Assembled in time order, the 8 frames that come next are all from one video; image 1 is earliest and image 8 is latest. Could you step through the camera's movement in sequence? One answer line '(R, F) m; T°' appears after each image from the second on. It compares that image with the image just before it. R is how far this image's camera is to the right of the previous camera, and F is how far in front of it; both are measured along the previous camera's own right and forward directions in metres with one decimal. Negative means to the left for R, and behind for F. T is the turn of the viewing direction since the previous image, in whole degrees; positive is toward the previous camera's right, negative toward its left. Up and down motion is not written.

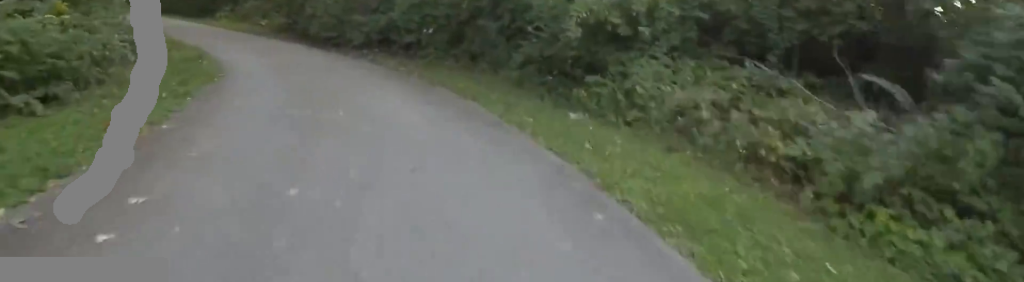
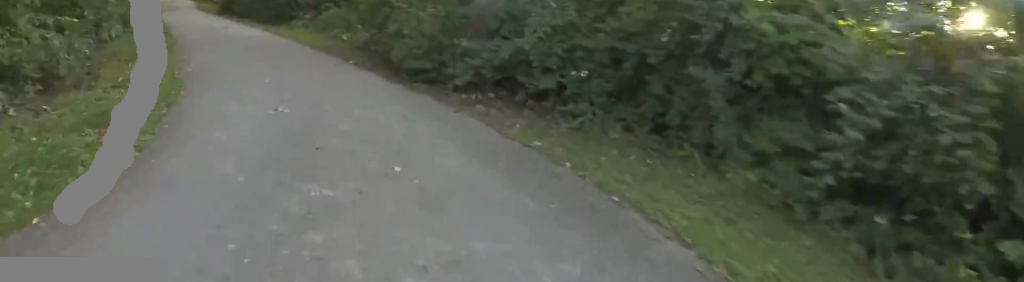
(+0.6, +5.3) m; -6°
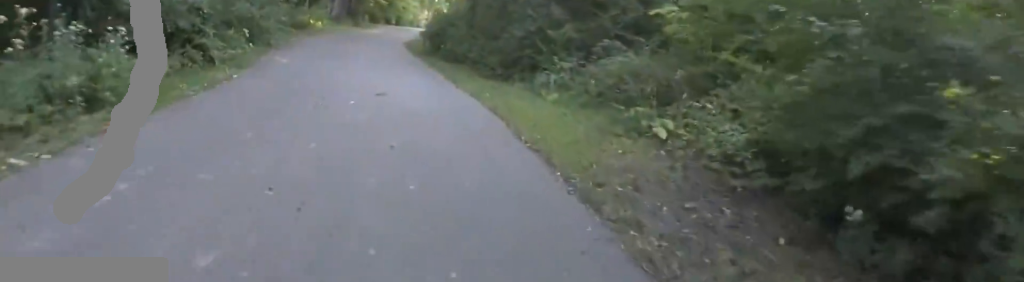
(-2.8, +11.2) m; -24°
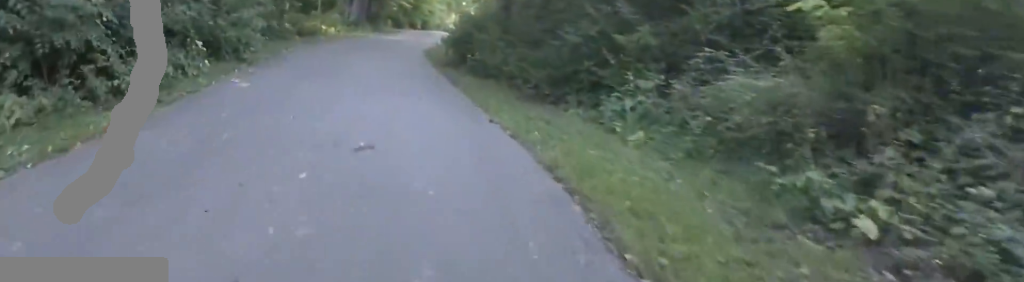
(+0.1, +3.5) m; -4°
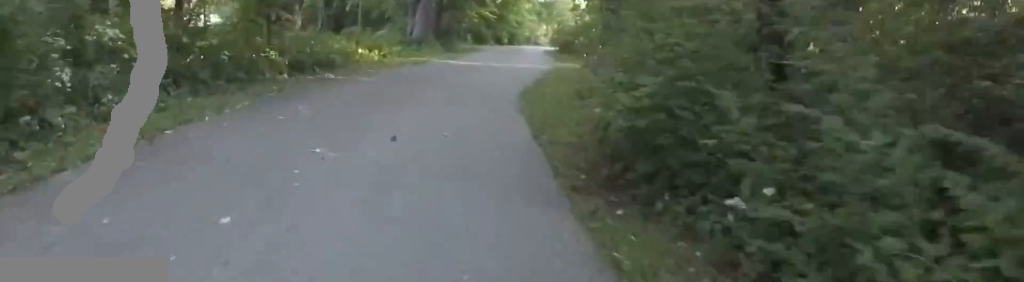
(-0.4, +10.1) m; -2°
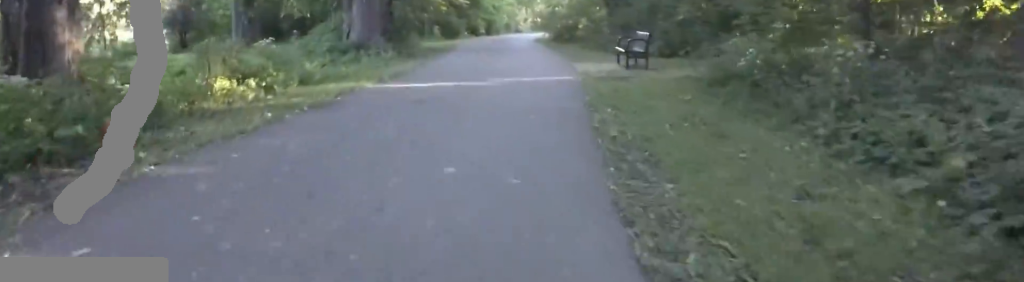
(-0.7, +9.6) m; -9°
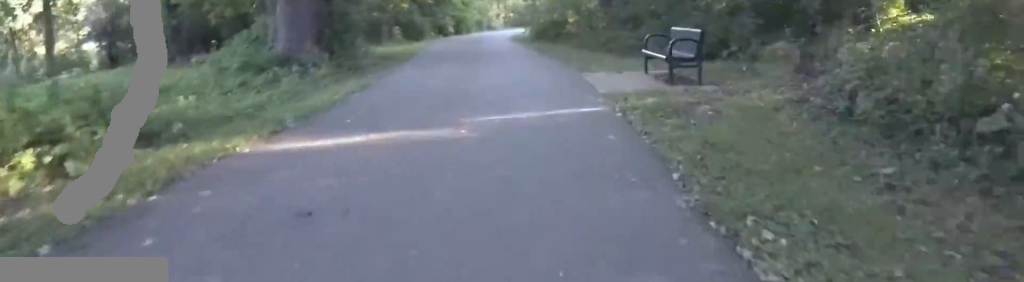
(0.0, +5.1) m; +7°
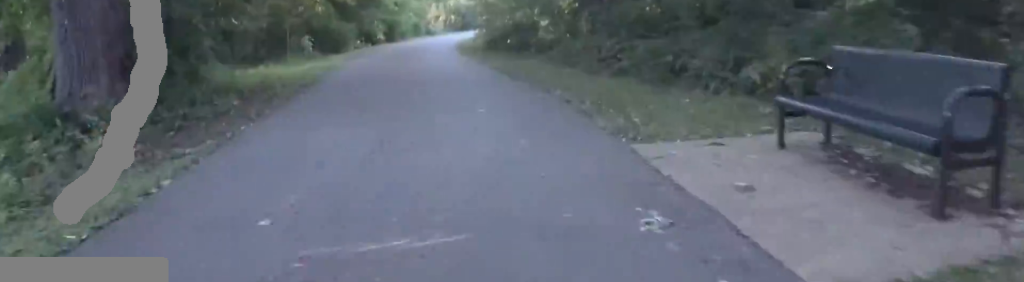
(+0.7, +6.3) m; +3°
